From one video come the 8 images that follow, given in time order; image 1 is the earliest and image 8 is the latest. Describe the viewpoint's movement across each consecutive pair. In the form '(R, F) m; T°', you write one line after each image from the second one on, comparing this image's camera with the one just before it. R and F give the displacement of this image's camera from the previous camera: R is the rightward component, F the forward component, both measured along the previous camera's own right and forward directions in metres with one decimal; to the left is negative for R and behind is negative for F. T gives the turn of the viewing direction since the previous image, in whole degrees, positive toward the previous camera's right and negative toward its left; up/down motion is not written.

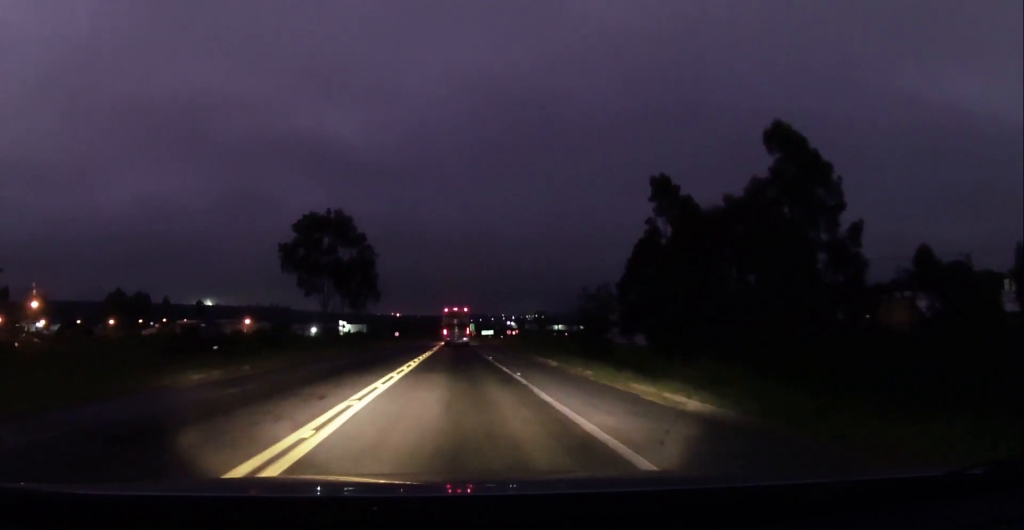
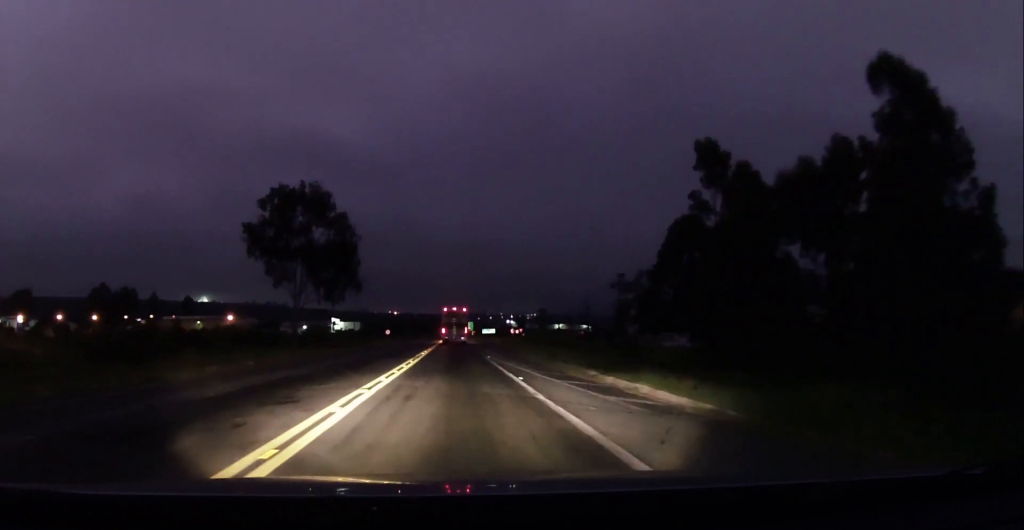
(+0.1, +16.3) m; 0°
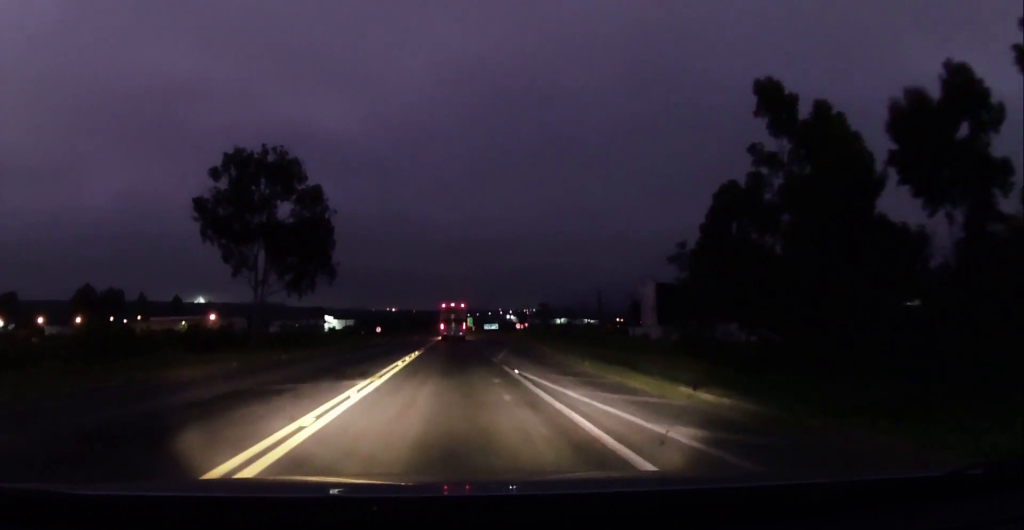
(0.0, +15.3) m; -2°
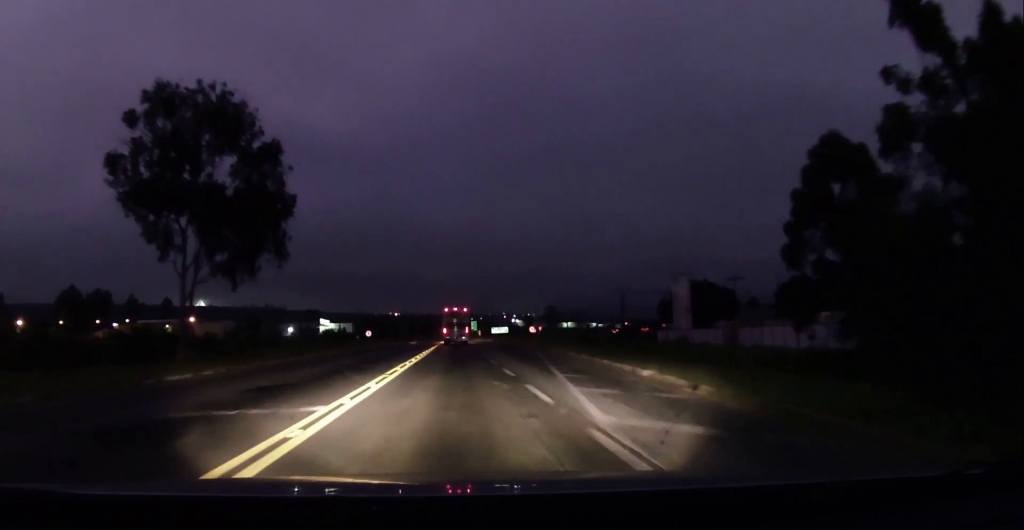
(-0.4, +18.6) m; +1°
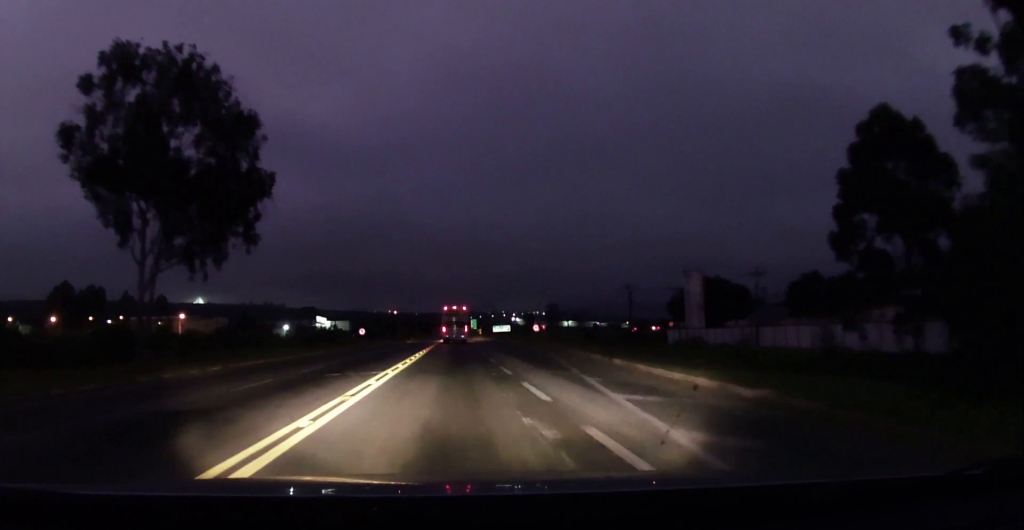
(+0.3, +6.7) m; 0°
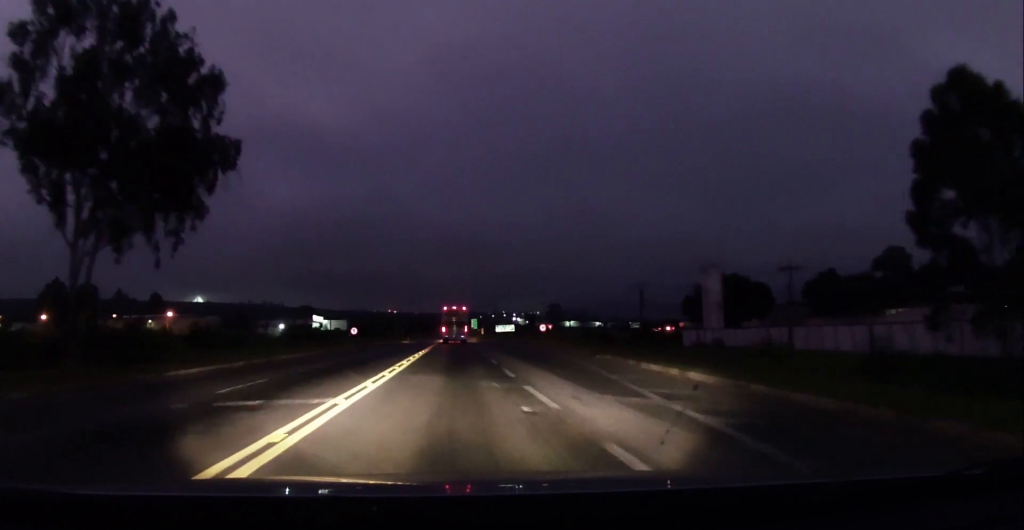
(+0.3, +8.2) m; 0°
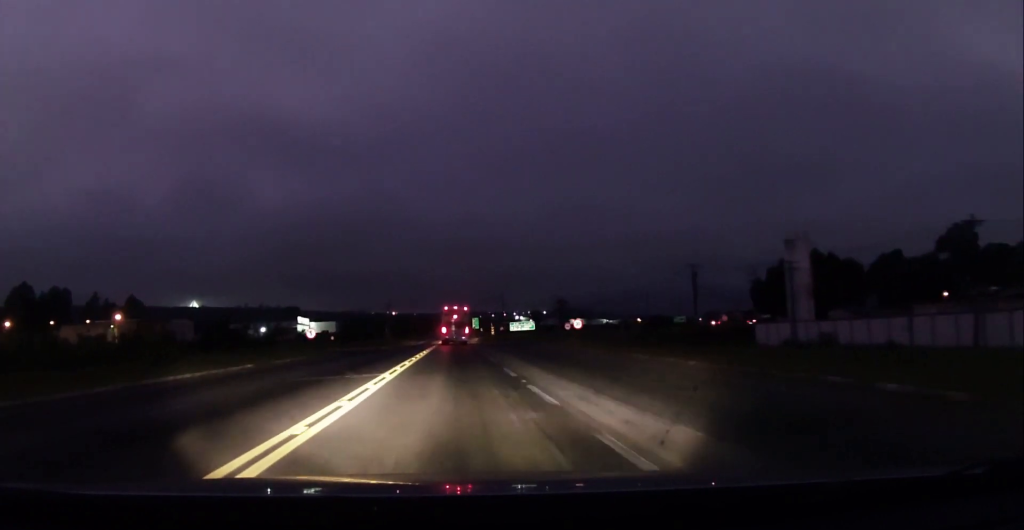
(-0.8, +28.5) m; +1°
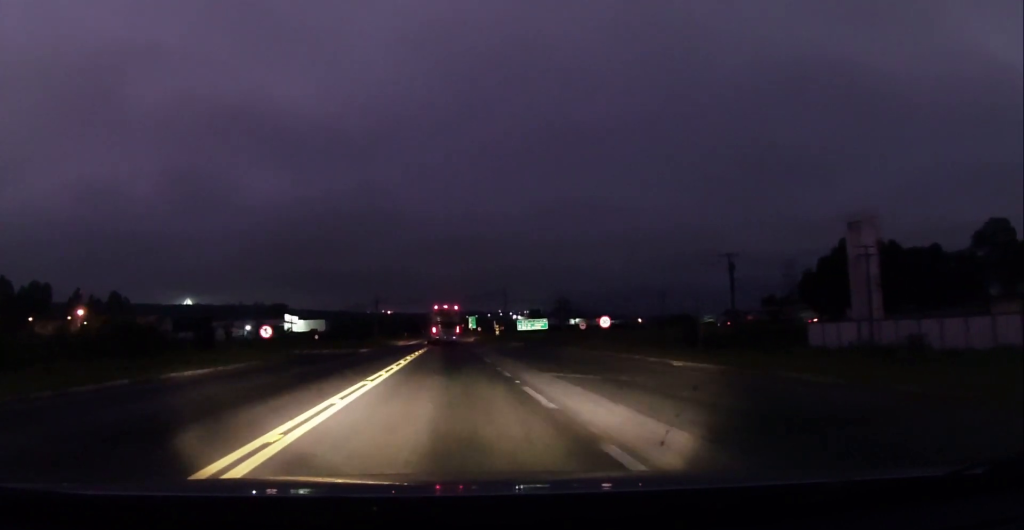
(+0.4, +14.9) m; -1°
